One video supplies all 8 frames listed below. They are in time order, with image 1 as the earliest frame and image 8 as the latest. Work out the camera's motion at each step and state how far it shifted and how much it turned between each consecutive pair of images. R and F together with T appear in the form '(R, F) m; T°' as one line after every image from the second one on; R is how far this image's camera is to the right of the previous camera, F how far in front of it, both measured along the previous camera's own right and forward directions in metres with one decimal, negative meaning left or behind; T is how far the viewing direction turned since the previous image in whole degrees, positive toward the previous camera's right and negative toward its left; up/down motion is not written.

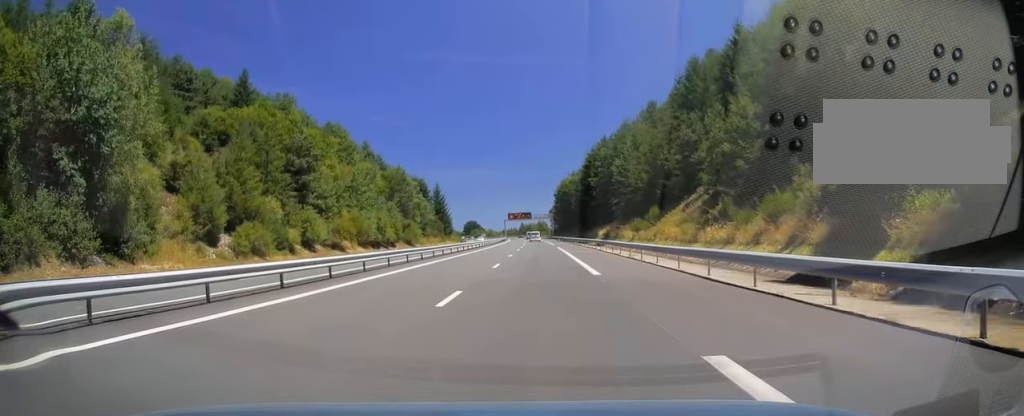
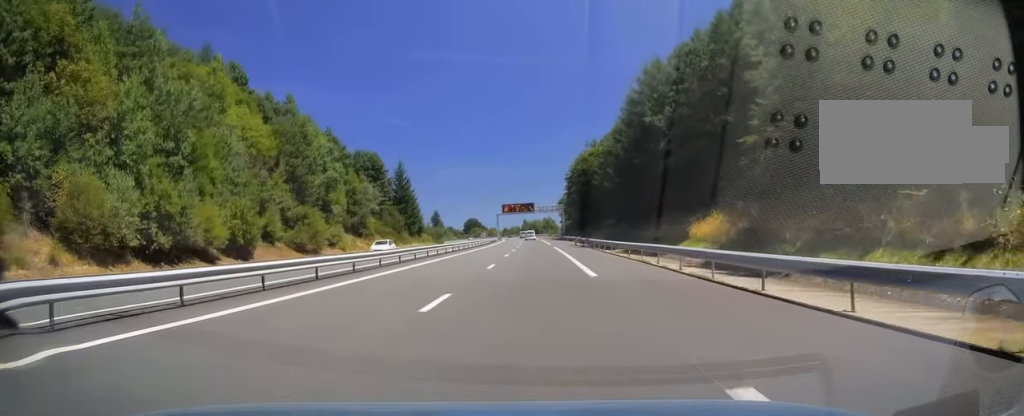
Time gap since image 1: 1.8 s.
(-0.1, +53.2) m; -1°
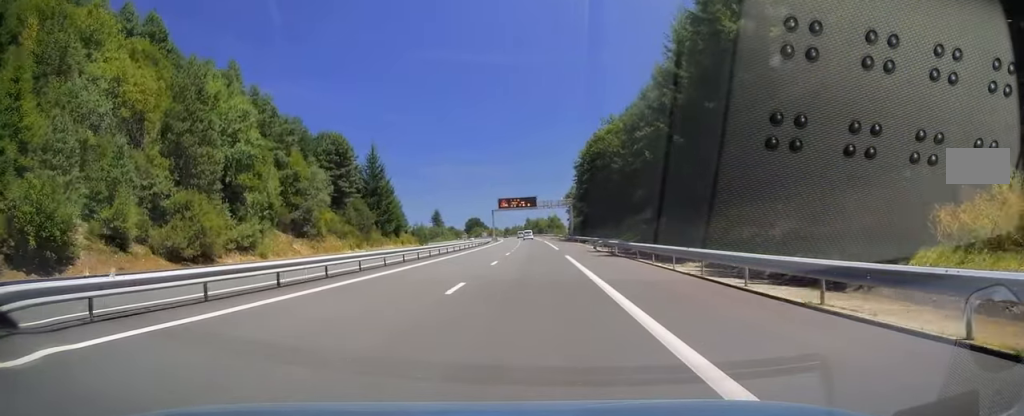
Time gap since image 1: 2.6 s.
(-0.2, +23.0) m; -1°
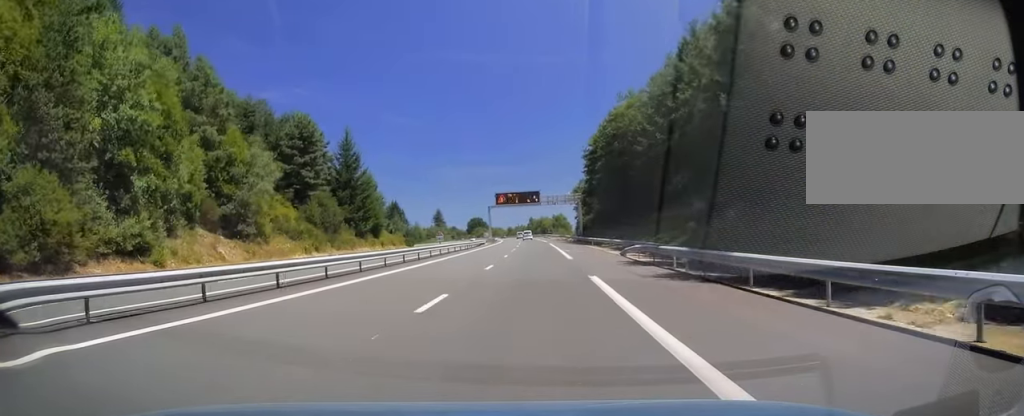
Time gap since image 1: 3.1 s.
(-0.1, +16.2) m; -1°
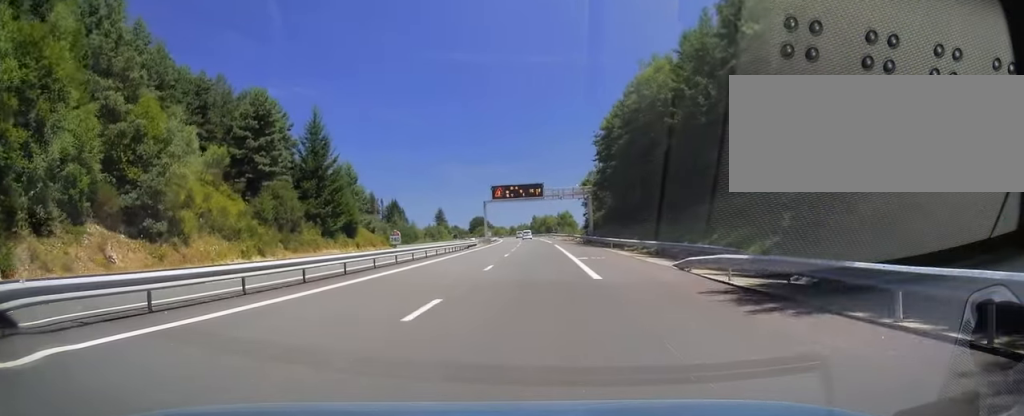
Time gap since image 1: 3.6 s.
(0.0, +14.2) m; 0°
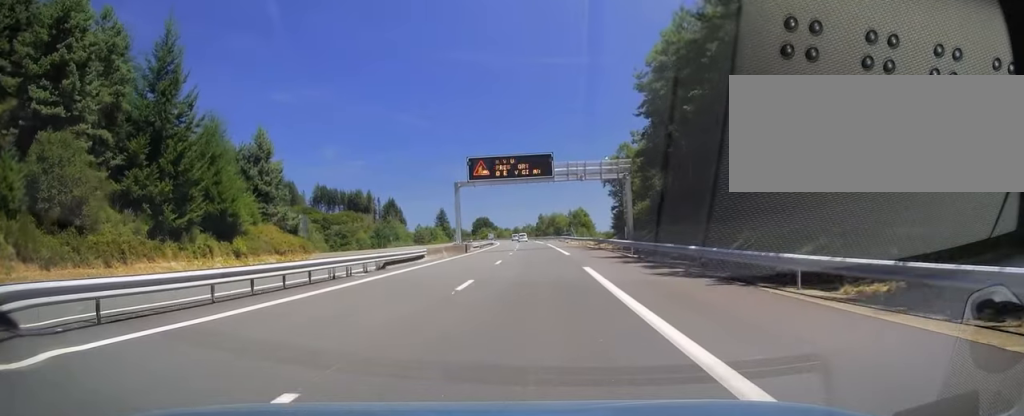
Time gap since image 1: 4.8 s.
(-0.4, +33.8) m; -1°
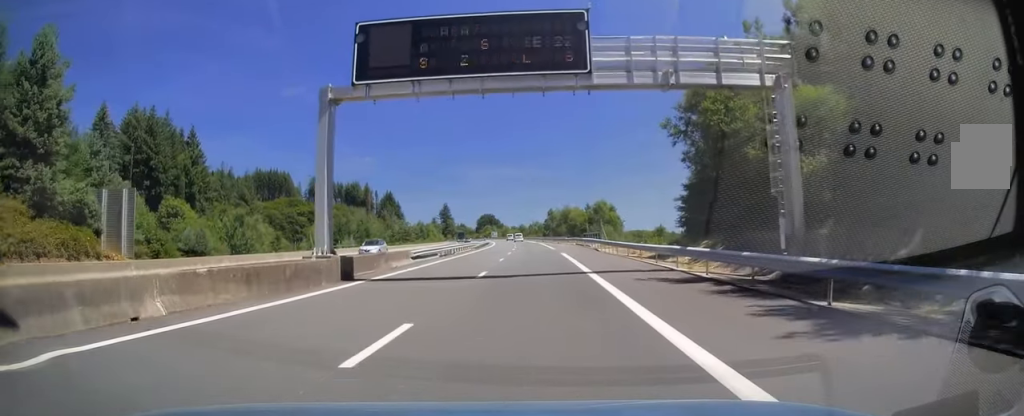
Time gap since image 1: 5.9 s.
(-0.1, +34.7) m; 0°
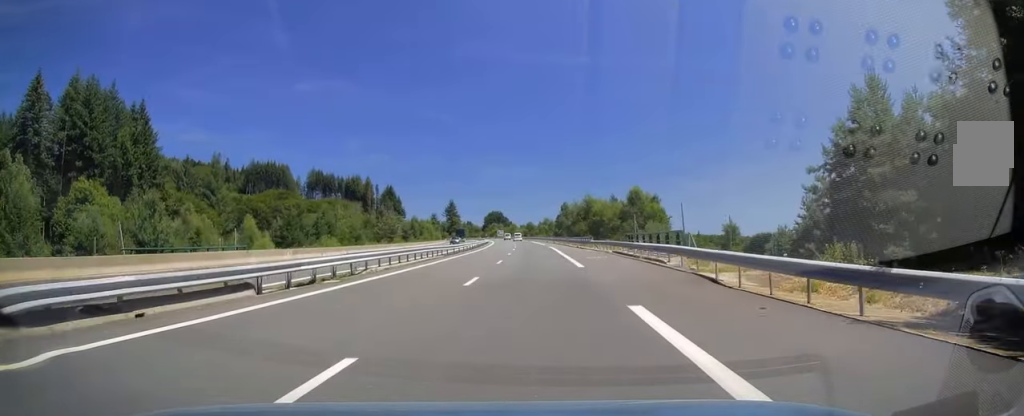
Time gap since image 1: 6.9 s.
(-0.1, +28.8) m; -1°
